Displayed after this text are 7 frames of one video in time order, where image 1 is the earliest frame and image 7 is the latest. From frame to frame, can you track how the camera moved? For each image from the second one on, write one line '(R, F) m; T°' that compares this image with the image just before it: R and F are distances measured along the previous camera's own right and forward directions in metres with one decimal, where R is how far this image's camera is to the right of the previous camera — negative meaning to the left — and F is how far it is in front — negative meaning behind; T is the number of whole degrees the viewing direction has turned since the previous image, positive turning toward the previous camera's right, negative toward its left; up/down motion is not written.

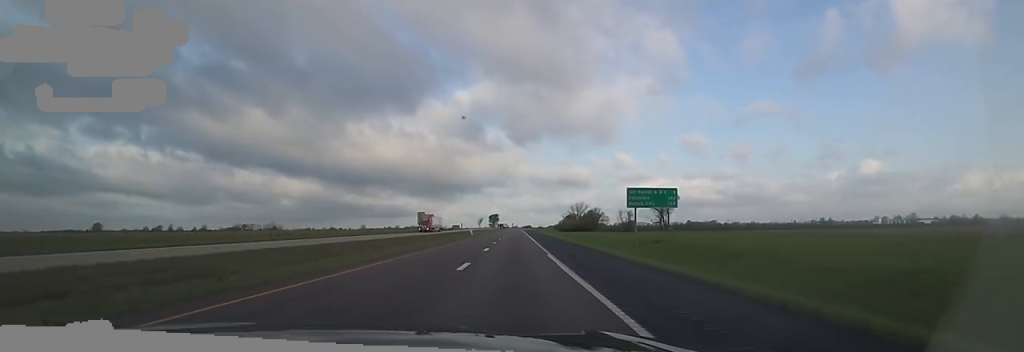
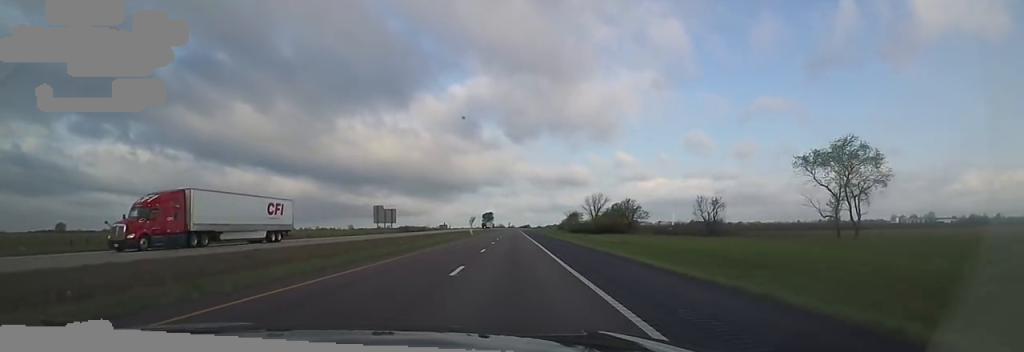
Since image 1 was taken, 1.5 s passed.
(0.0, +50.5) m; 0°
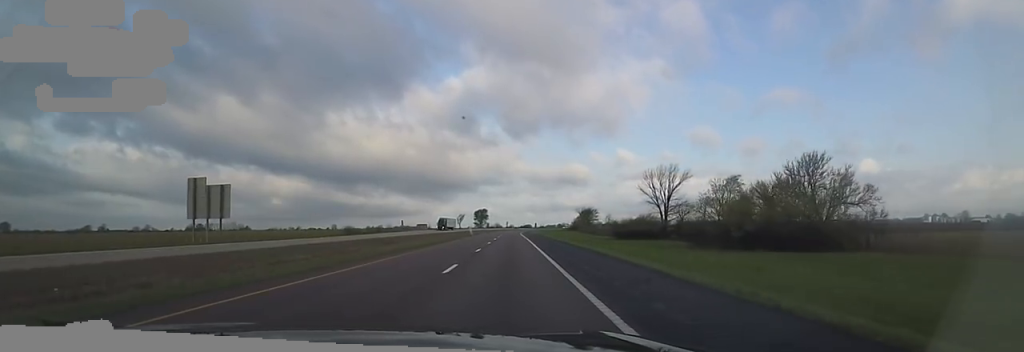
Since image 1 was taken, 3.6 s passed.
(+2.1, +72.4) m; +3°
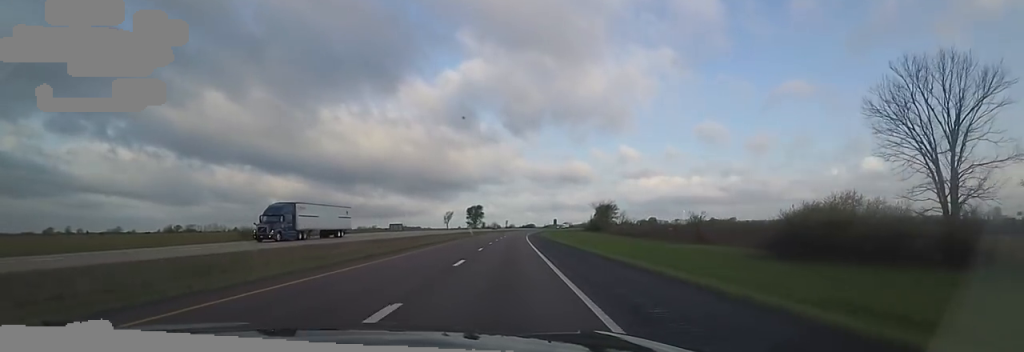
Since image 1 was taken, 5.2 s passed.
(-1.6, +57.7) m; -2°
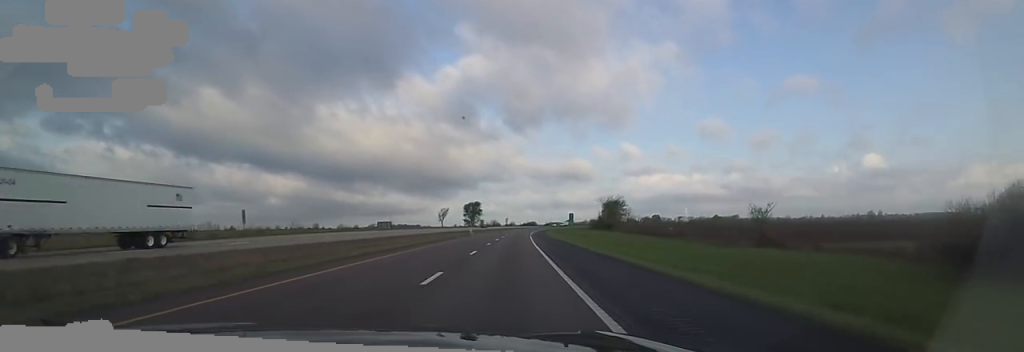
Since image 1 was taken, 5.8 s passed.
(-0.3, +18.4) m; +1°
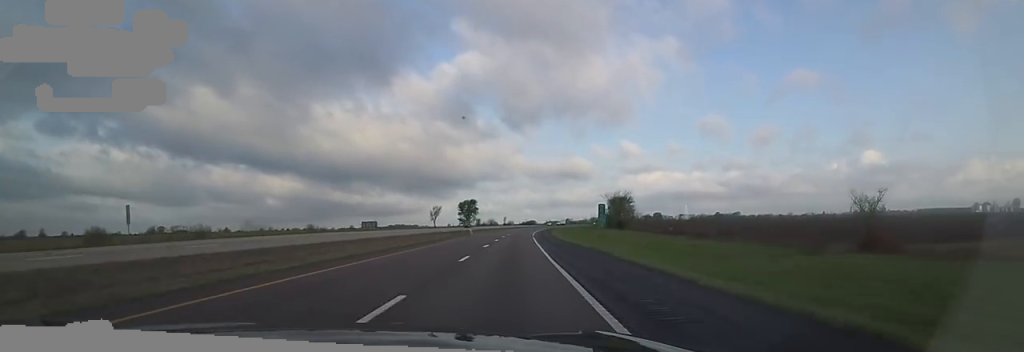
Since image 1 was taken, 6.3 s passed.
(+0.5, +17.3) m; 0°
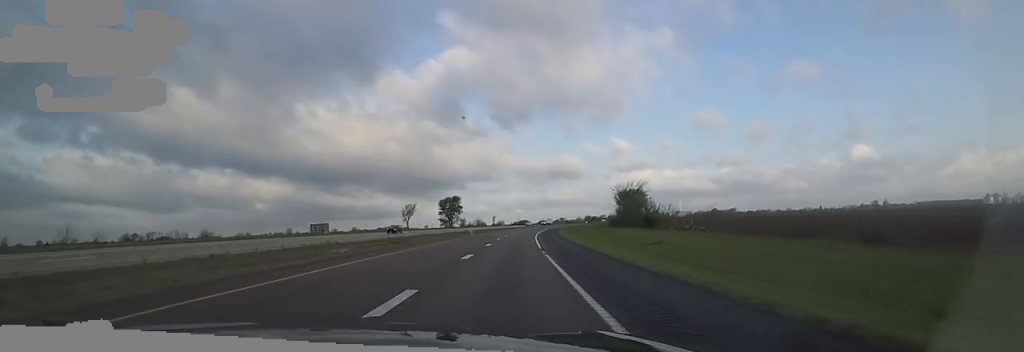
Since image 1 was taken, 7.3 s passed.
(+0.3, +35.9) m; 0°
